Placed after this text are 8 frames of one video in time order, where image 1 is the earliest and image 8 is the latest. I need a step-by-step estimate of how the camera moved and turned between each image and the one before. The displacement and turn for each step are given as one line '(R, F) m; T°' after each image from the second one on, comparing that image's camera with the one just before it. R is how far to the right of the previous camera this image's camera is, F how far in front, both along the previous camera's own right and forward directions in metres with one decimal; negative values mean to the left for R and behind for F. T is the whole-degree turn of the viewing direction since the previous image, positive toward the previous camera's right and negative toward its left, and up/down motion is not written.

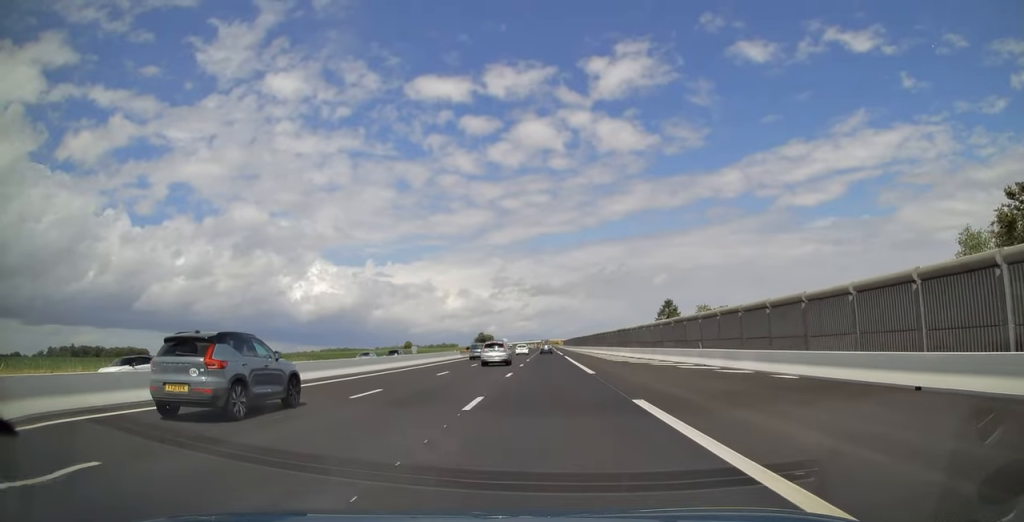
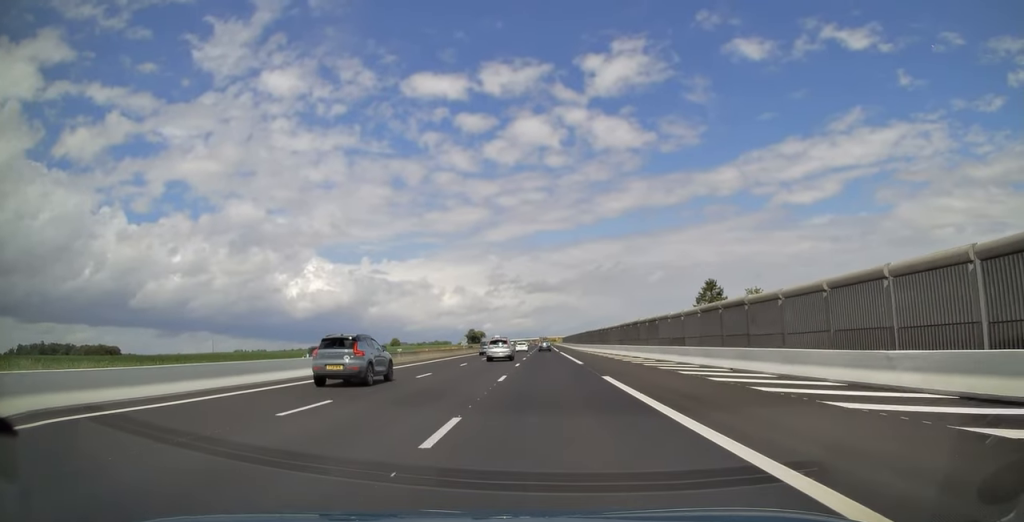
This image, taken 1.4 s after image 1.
(0.0, +44.4) m; 0°
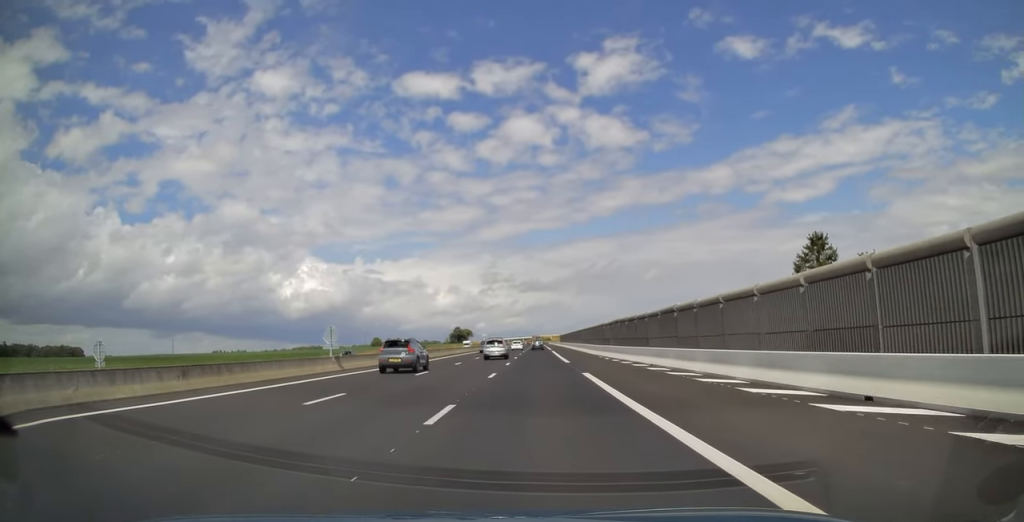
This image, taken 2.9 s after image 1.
(-0.1, +50.0) m; 0°
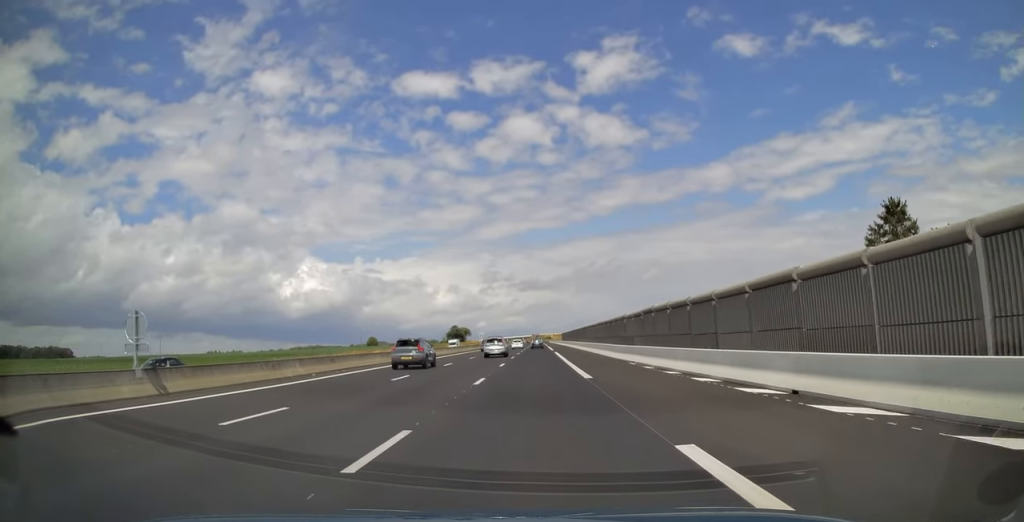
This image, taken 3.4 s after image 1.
(0.0, +16.8) m; 0°
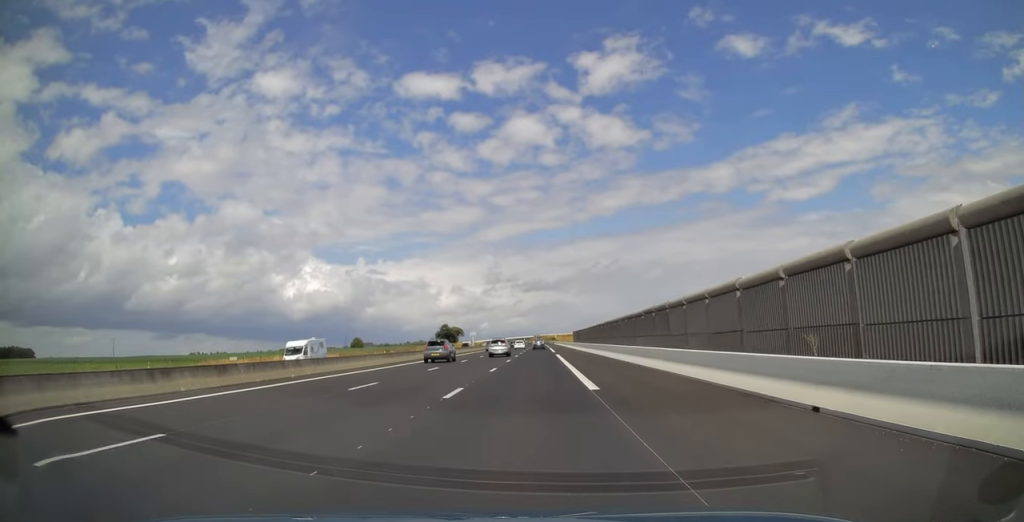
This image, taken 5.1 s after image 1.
(0.0, +56.8) m; 0°
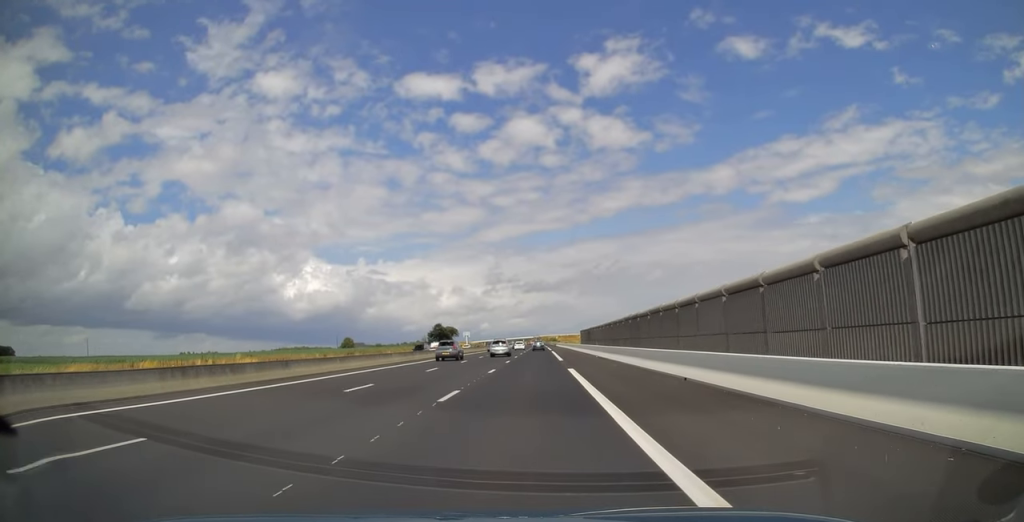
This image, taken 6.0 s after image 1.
(+0.2, +26.5) m; 0°
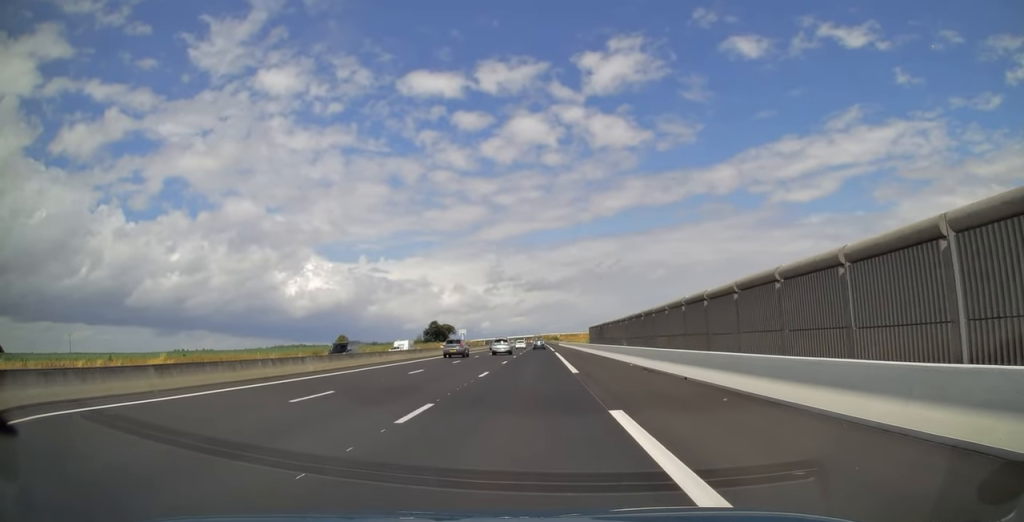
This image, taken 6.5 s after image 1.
(0.0, +17.3) m; 0°
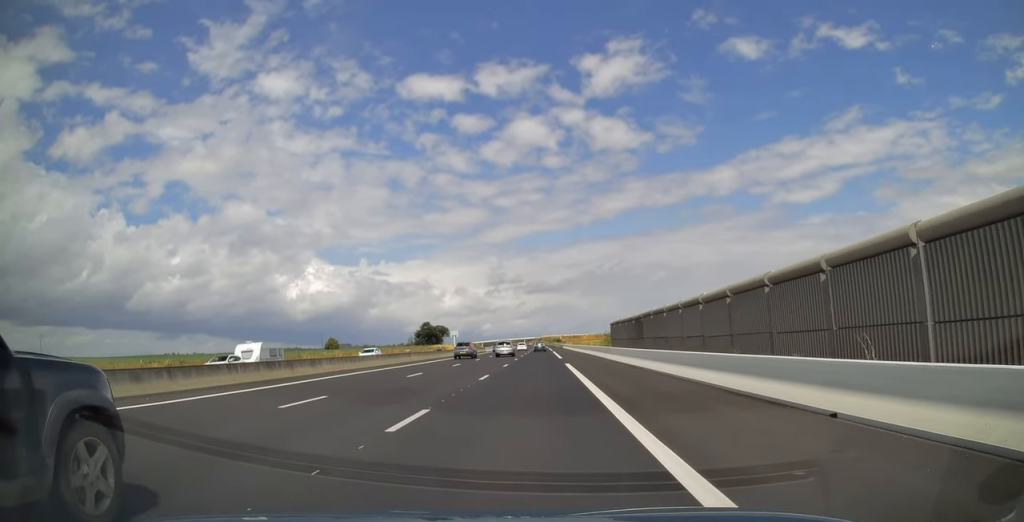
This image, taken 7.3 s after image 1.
(-0.2, +27.1) m; 0°
